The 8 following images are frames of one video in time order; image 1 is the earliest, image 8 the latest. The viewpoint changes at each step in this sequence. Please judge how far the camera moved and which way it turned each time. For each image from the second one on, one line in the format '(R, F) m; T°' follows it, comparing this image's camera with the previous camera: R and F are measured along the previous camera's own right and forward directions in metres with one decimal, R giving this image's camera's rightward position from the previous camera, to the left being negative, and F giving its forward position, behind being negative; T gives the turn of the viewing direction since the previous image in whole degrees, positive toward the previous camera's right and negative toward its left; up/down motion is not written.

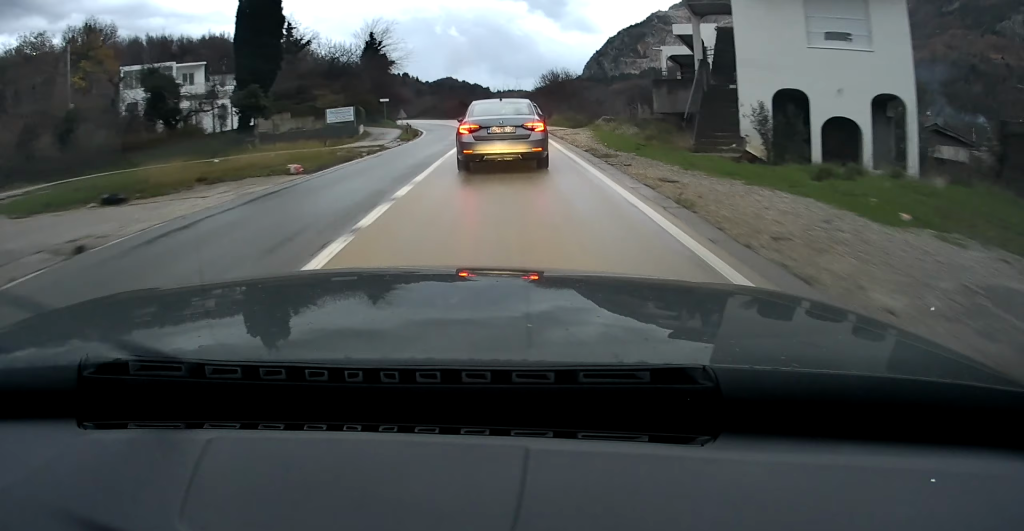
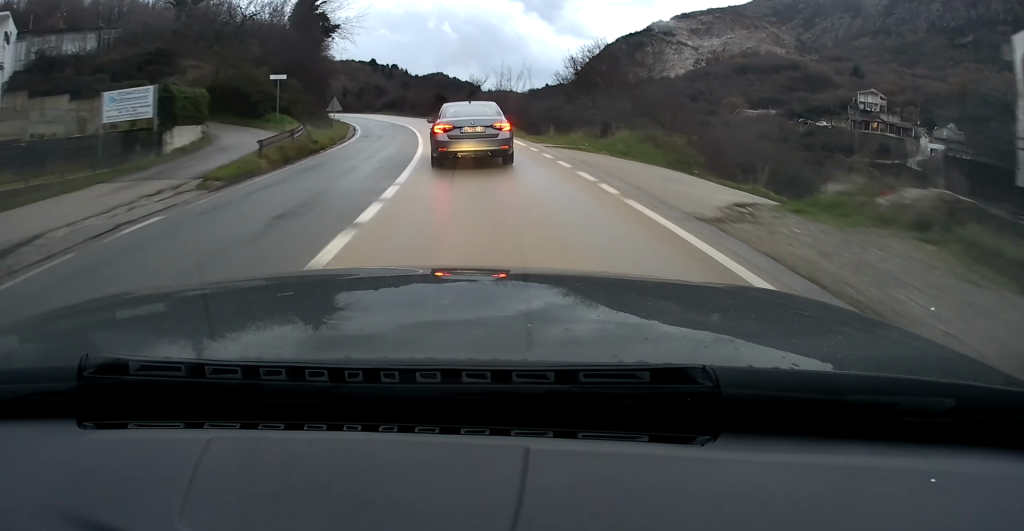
(+0.5, +29.0) m; -1°
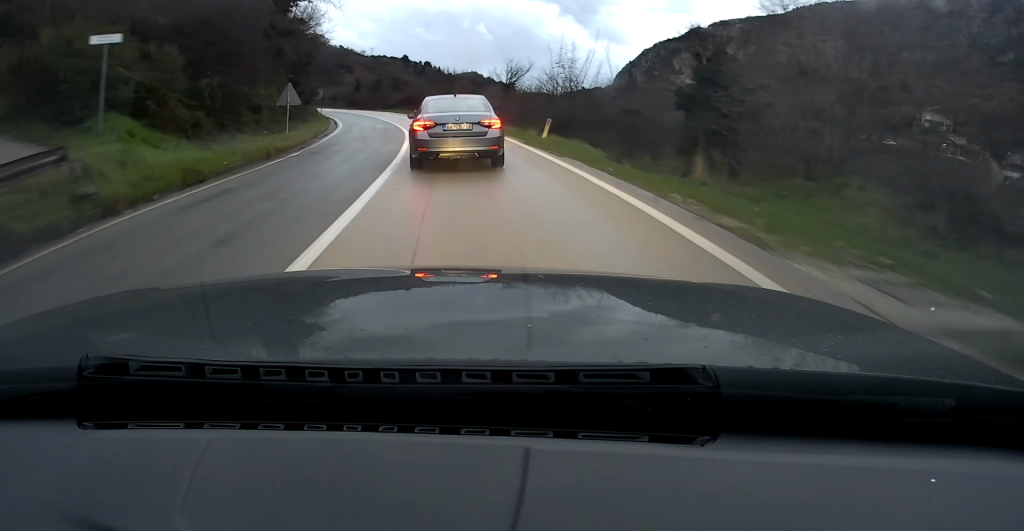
(-0.1, +16.3) m; -4°
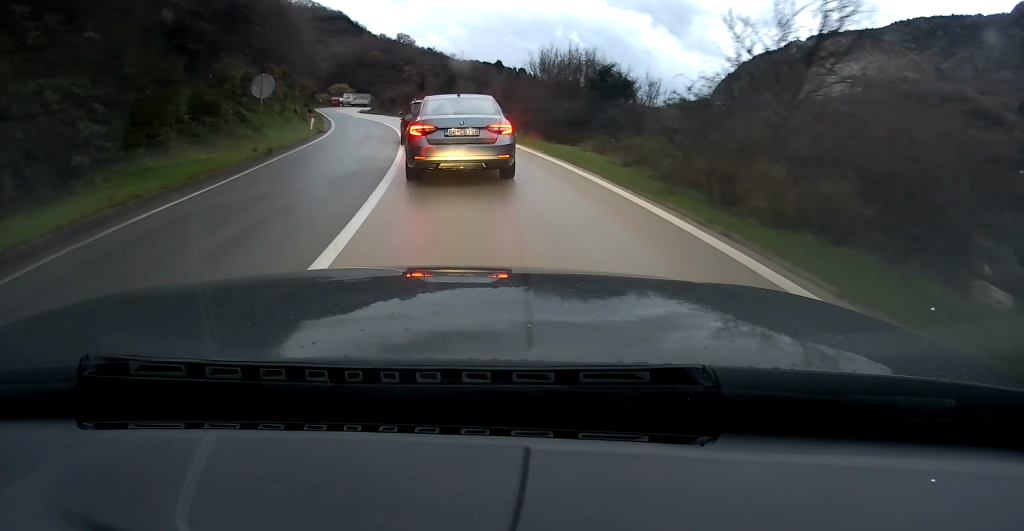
(-2.7, +30.4) m; -9°
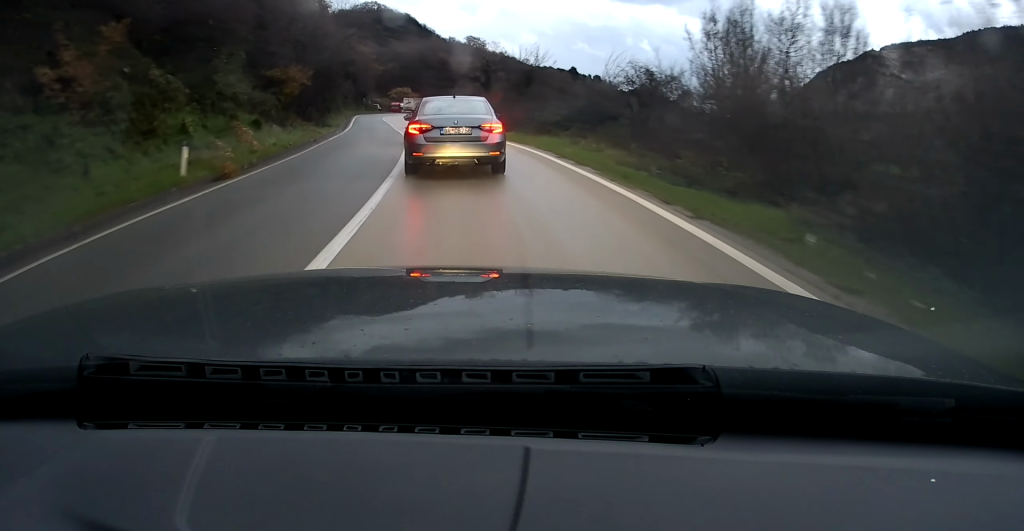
(-1.1, +21.3) m; -6°
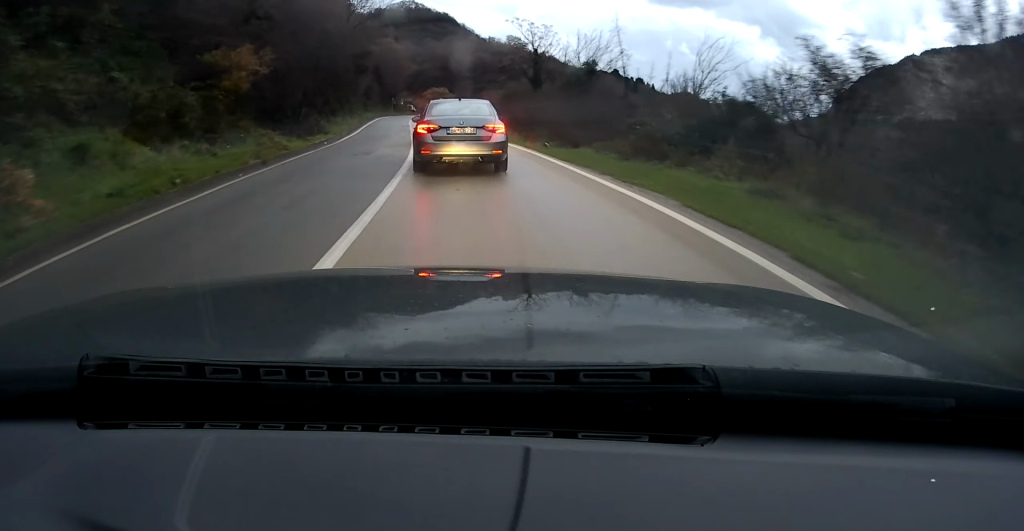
(-0.3, +12.1) m; -3°
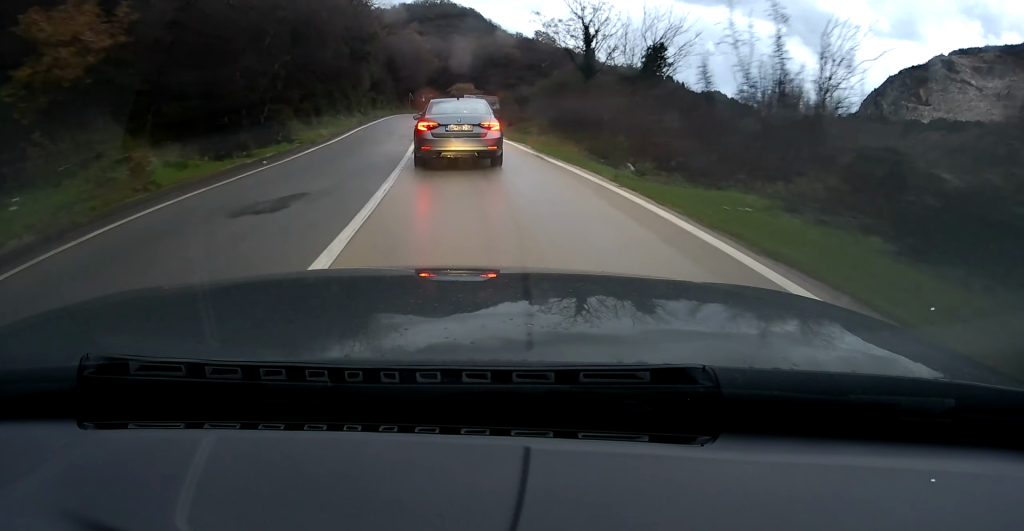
(-0.3, +10.8) m; -2°
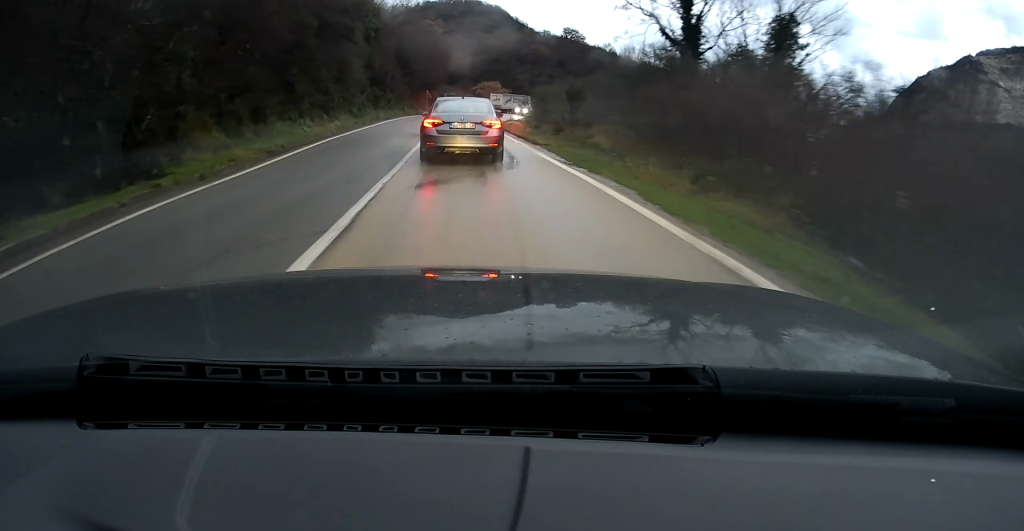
(0.0, +11.8) m; -2°
